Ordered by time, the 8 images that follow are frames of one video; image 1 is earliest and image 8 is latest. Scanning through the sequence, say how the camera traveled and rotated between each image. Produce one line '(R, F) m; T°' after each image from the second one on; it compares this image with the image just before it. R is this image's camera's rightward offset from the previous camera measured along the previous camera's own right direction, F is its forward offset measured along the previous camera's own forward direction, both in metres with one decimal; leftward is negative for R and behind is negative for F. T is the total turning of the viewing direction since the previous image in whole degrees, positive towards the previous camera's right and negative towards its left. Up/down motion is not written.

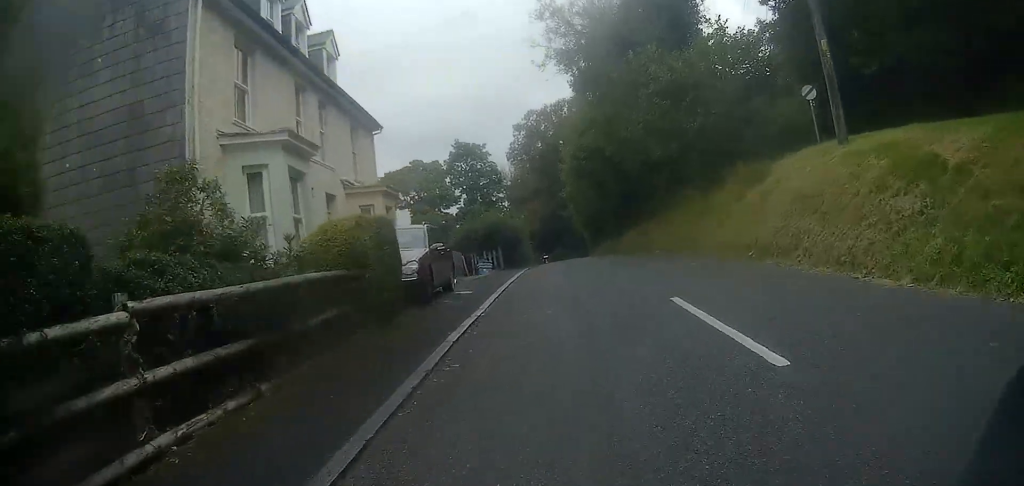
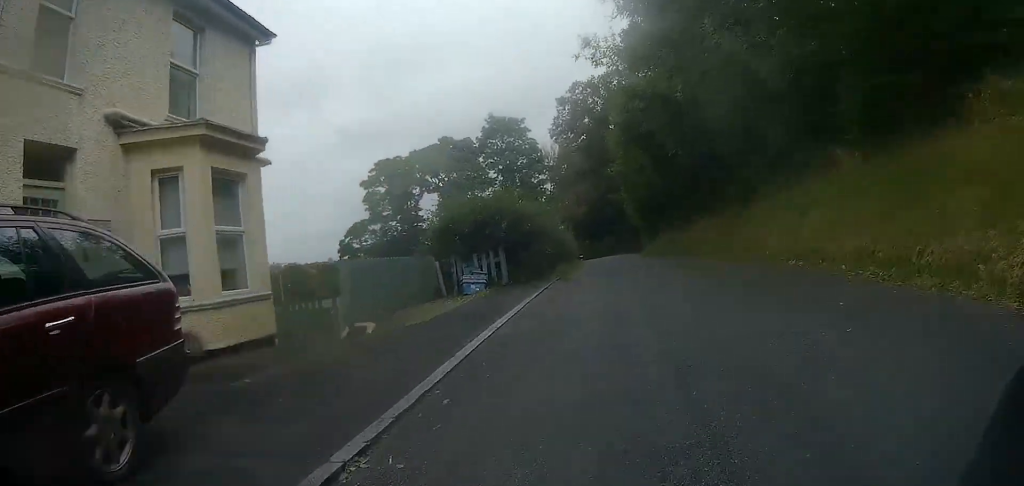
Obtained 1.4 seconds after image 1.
(+0.2, +9.9) m; +2°
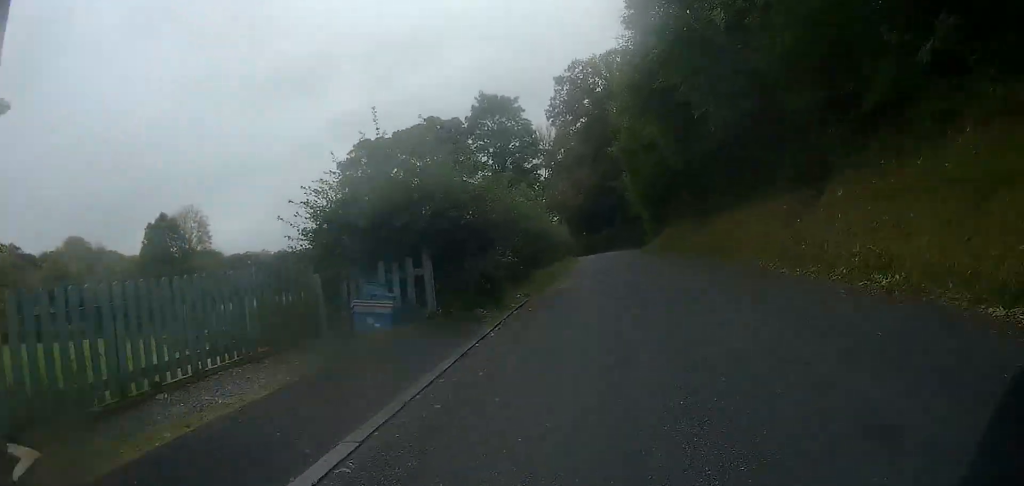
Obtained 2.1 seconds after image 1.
(+0.2, +6.2) m; 0°
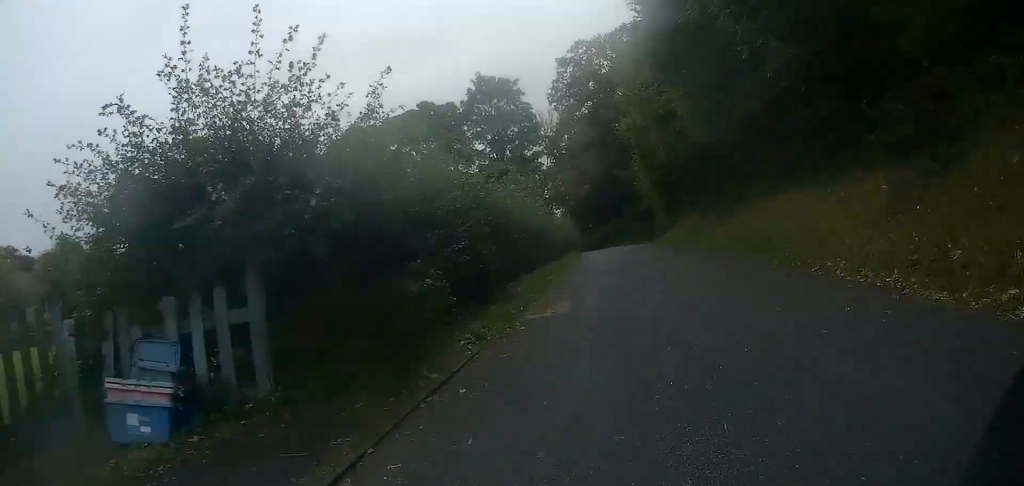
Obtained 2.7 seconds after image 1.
(-0.1, +5.1) m; 0°
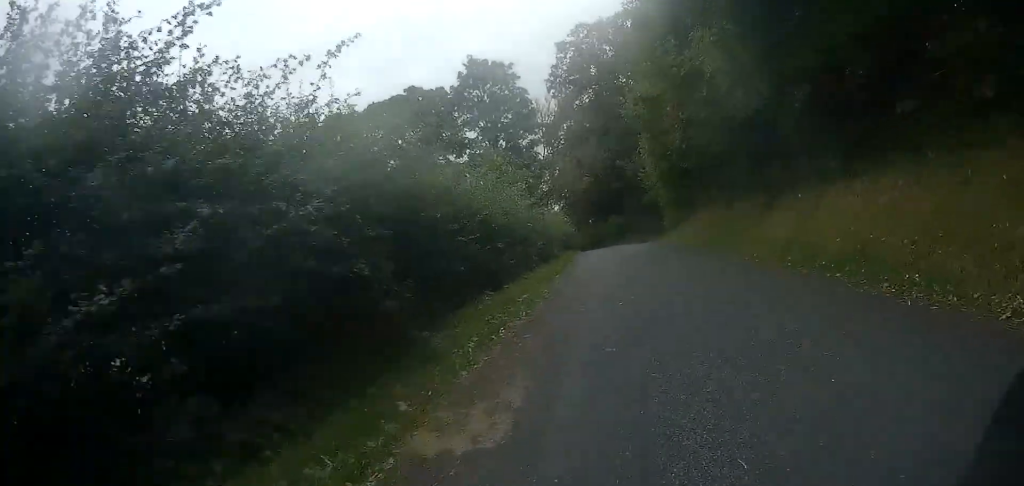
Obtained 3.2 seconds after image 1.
(-0.1, +4.9) m; 0°
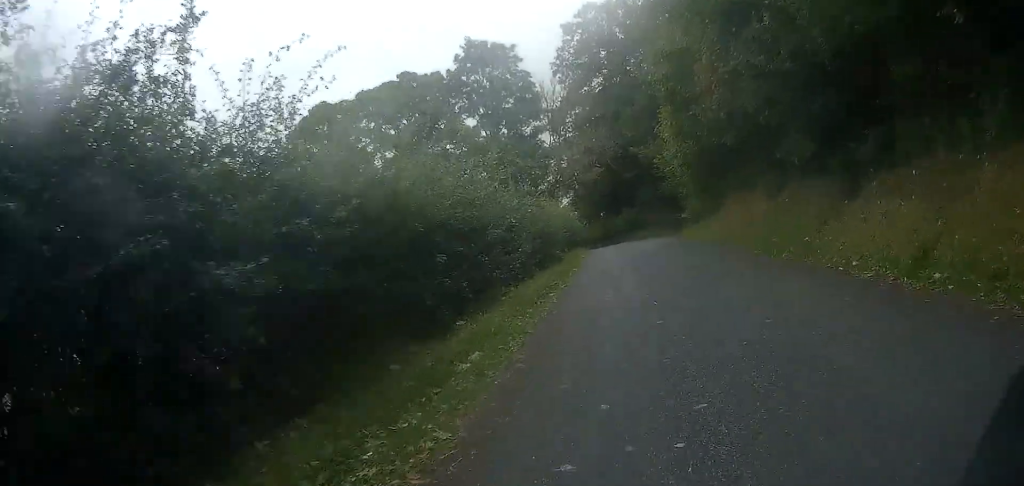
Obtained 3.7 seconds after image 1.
(+0.1, +5.2) m; +1°
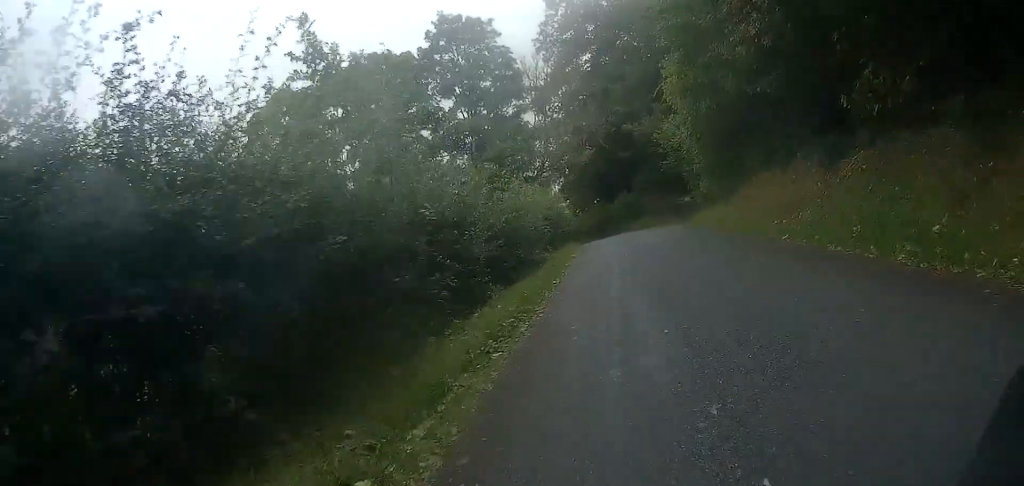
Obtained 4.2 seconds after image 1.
(+0.1, +5.3) m; +1°
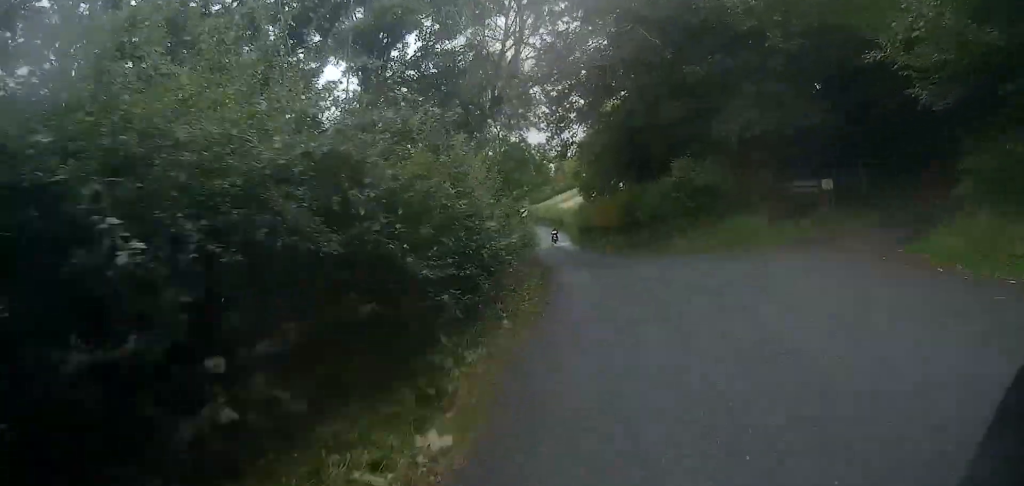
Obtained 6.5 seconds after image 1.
(-0.7, +26.6) m; -4°
